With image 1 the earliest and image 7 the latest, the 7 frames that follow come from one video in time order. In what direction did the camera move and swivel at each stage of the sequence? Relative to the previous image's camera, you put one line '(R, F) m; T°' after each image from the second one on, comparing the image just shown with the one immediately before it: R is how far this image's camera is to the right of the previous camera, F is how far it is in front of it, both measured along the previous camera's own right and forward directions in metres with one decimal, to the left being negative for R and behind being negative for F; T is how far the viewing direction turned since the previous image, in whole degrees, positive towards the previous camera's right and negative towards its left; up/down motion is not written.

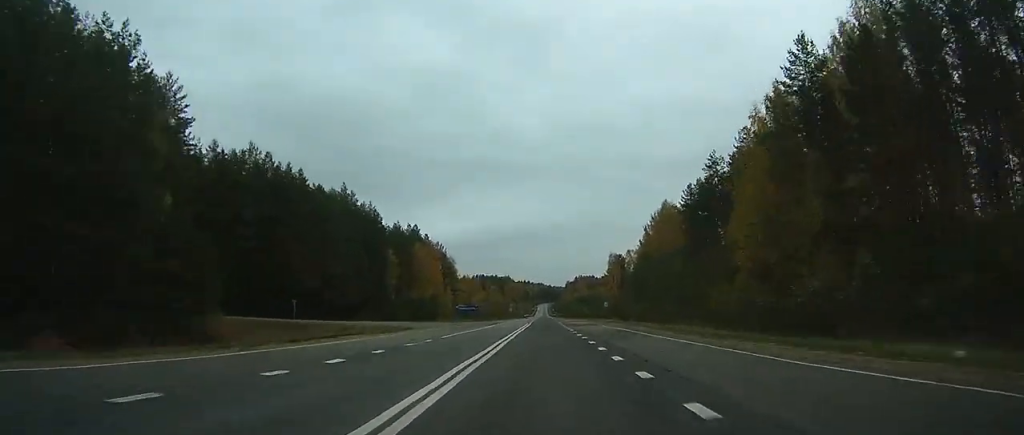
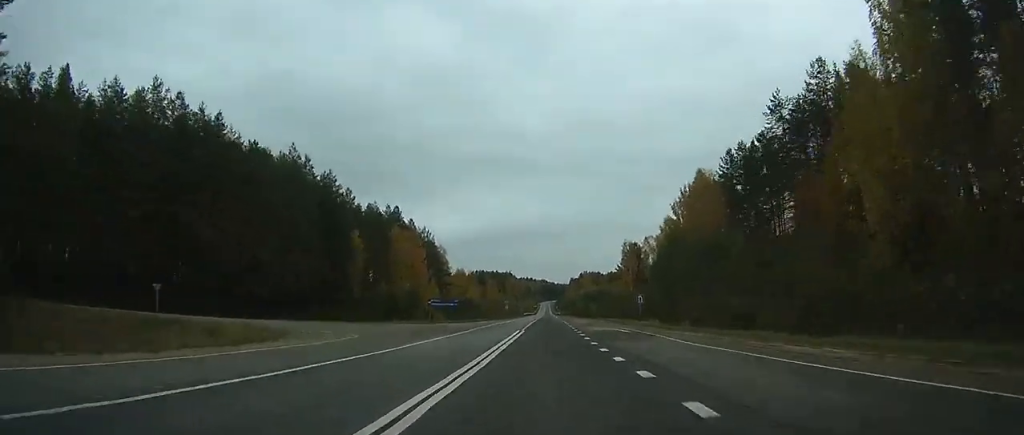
(-0.1, +26.7) m; 0°
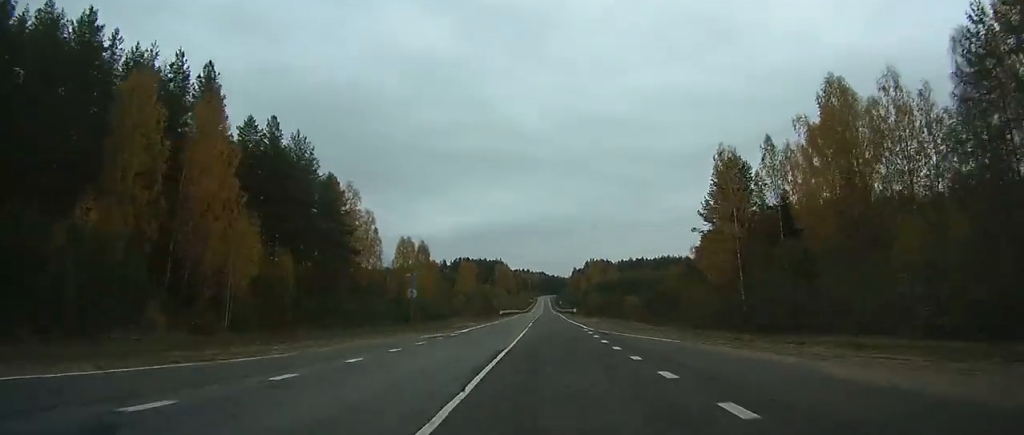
(-0.4, +87.1) m; 0°
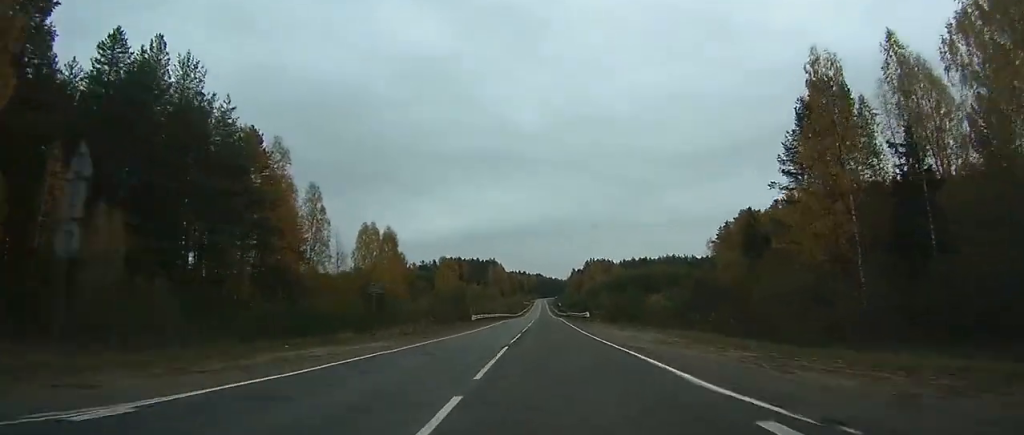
(+0.2, +30.0) m; 0°
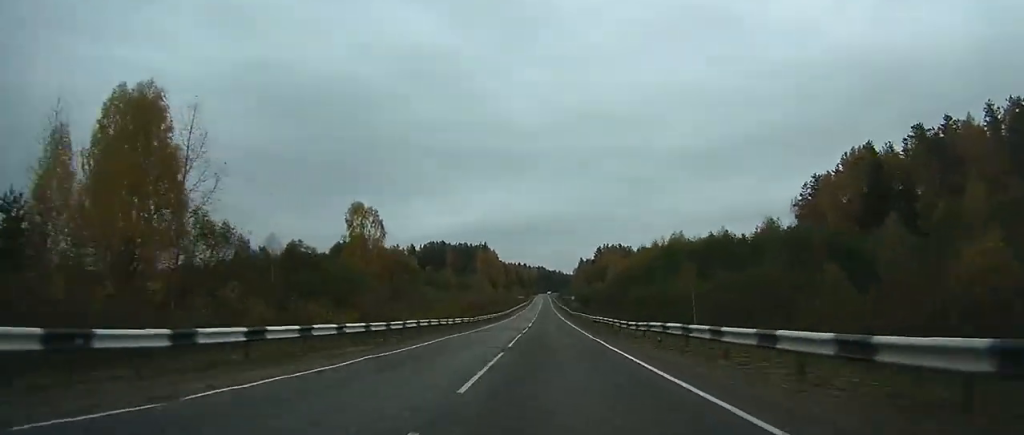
(+0.1, +77.3) m; 0°
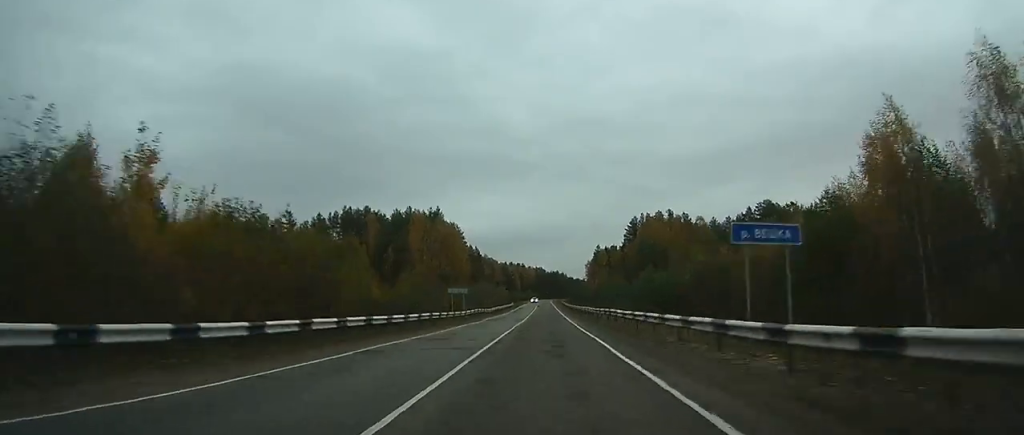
(+1.2, +132.3) m; +1°
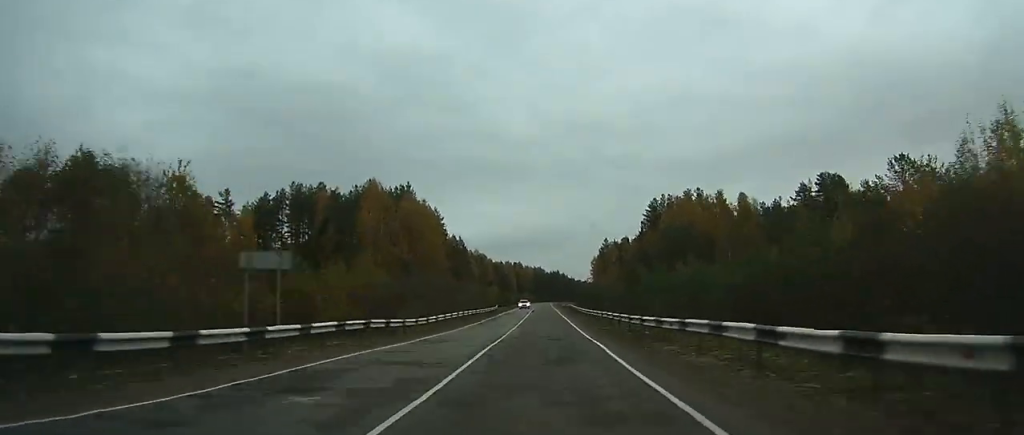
(0.0, +36.9) m; 0°
